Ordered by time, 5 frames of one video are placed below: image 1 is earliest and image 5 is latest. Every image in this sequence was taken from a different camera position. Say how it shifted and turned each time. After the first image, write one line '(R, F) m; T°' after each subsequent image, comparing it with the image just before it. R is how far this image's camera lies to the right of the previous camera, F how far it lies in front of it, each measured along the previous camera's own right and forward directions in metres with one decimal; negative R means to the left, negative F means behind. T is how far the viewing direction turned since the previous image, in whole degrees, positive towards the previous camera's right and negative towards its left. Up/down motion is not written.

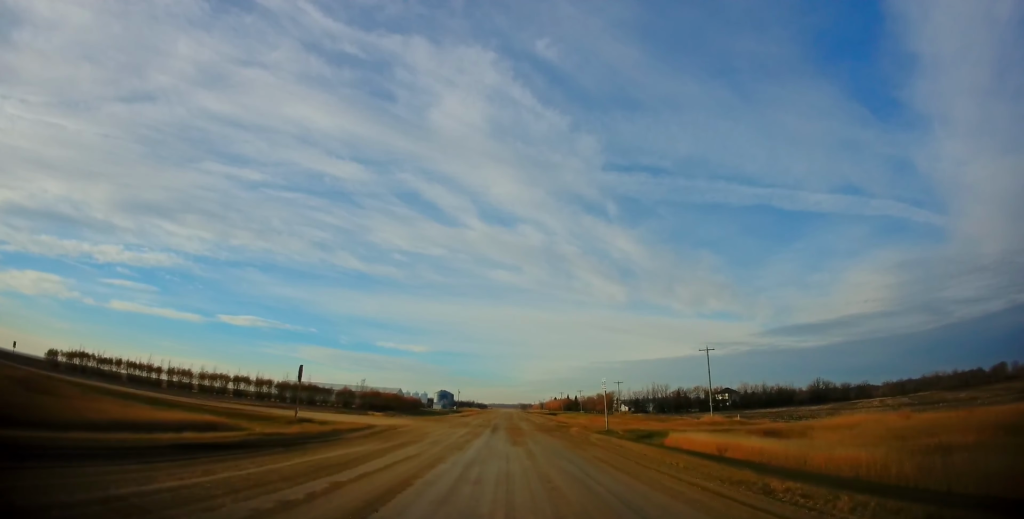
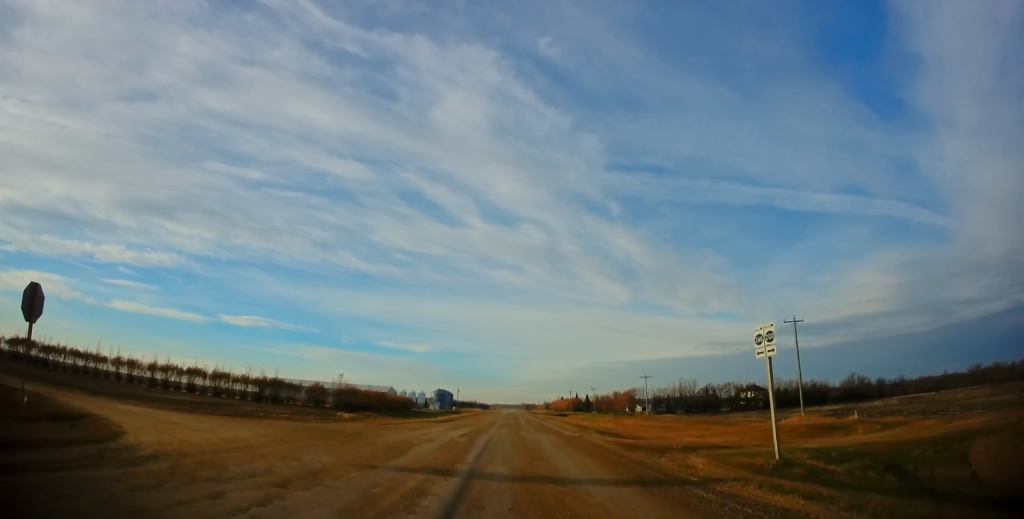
(-0.1, +25.2) m; 0°
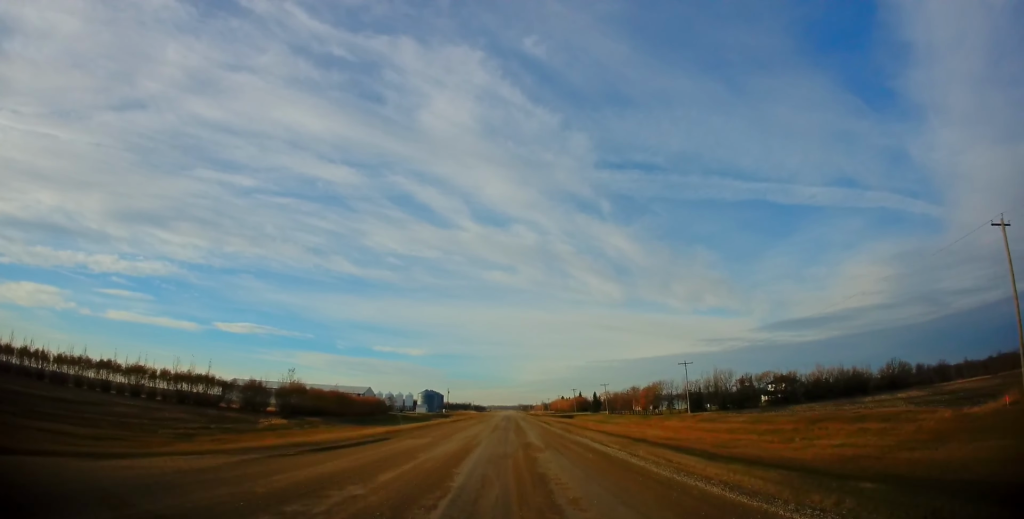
(0.0, +29.0) m; -1°
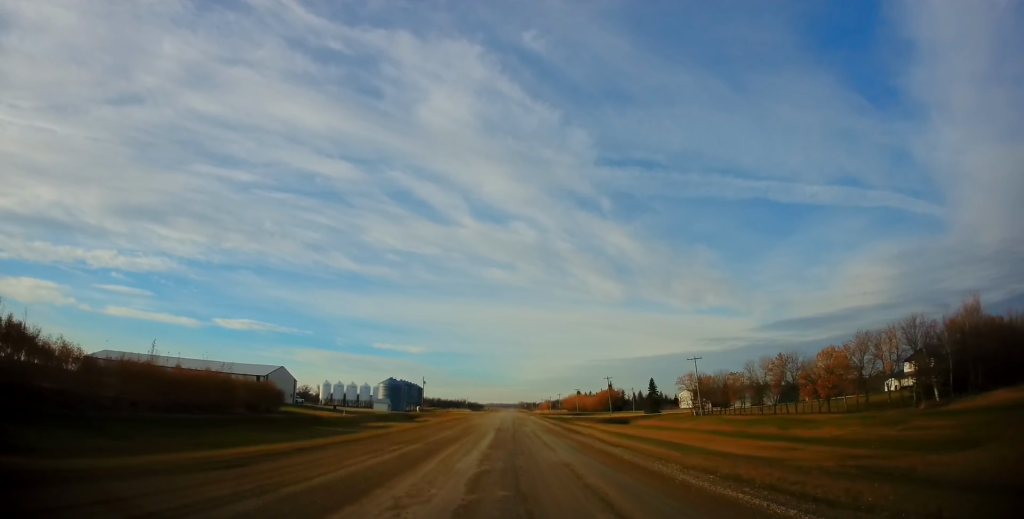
(+0.4, +71.6) m; +1°
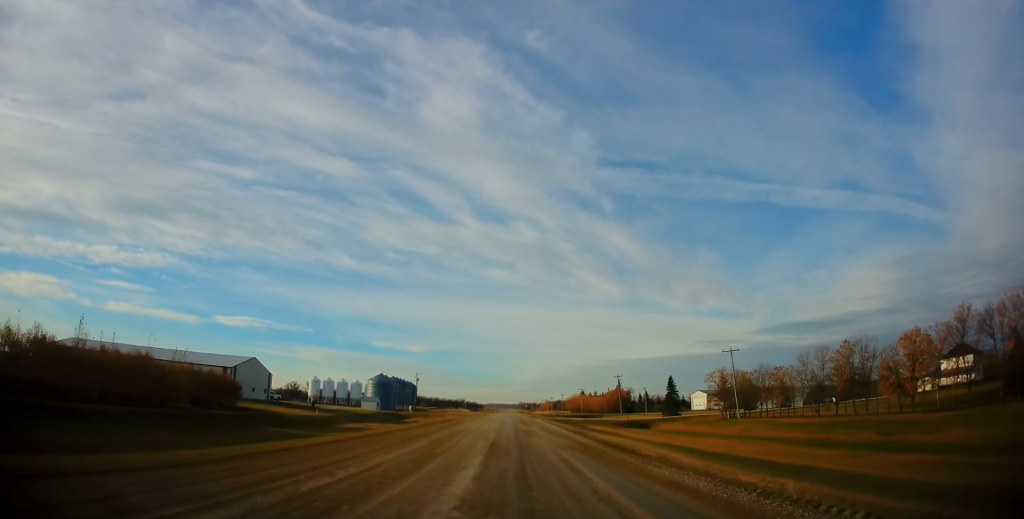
(0.0, +14.5) m; 0°
